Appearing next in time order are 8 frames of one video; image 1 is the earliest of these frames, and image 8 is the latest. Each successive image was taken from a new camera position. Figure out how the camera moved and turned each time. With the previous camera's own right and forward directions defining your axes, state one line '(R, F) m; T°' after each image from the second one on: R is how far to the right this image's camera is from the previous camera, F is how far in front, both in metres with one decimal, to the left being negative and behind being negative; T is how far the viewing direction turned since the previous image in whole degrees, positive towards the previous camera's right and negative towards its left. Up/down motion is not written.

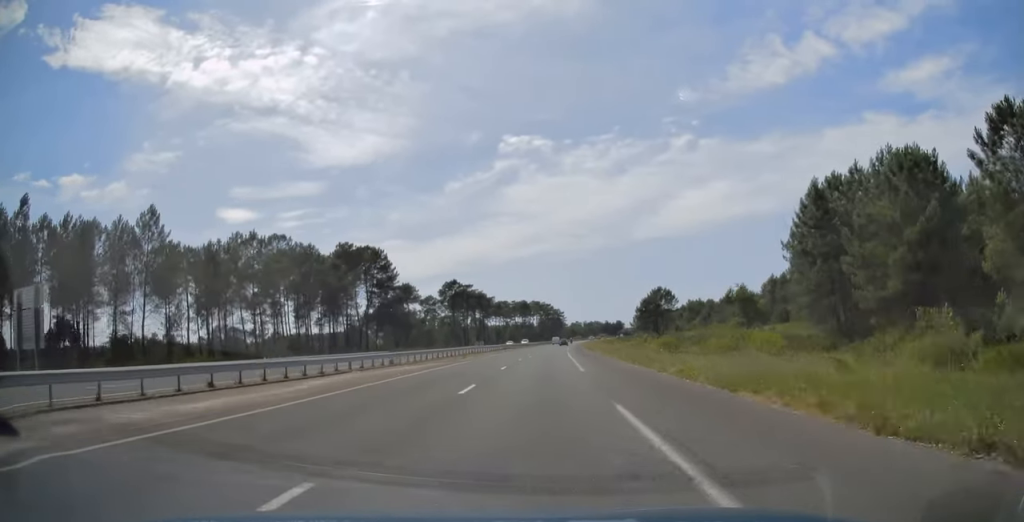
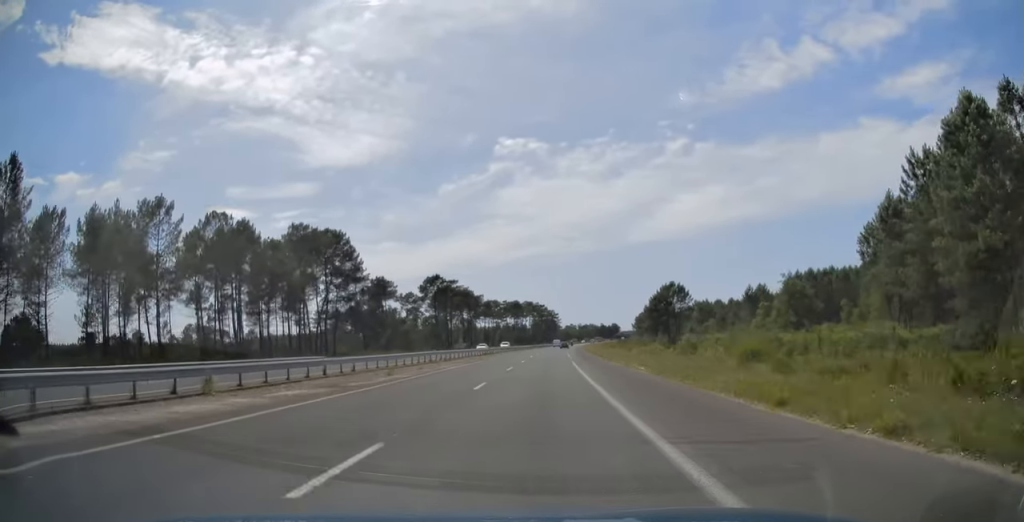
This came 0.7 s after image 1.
(+0.1, +23.2) m; +1°
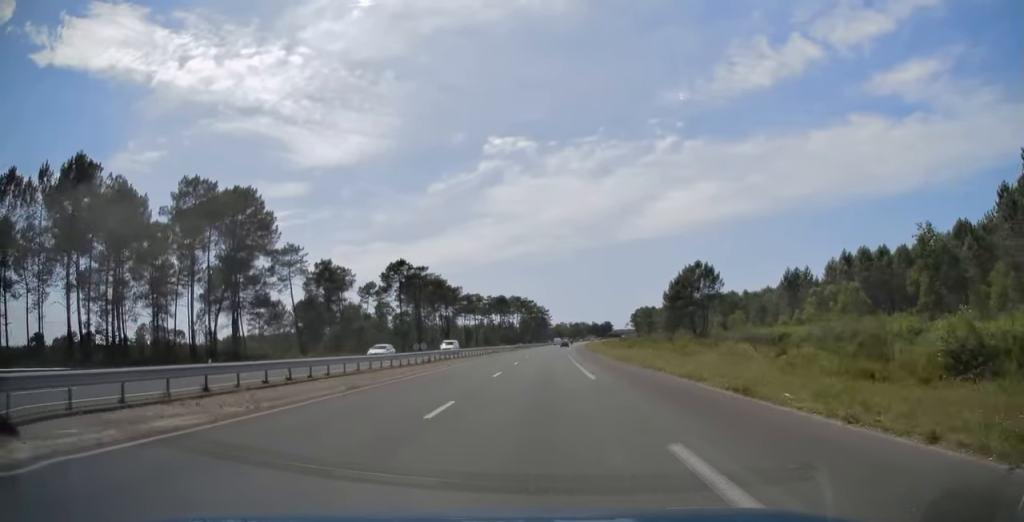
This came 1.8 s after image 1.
(+0.5, +33.4) m; +1°
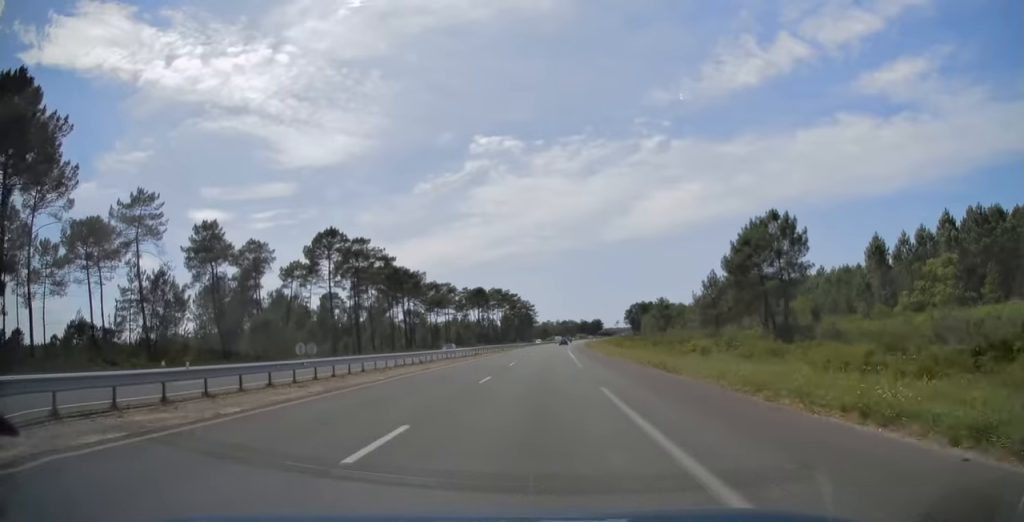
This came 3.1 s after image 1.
(+0.4, +43.1) m; +1°
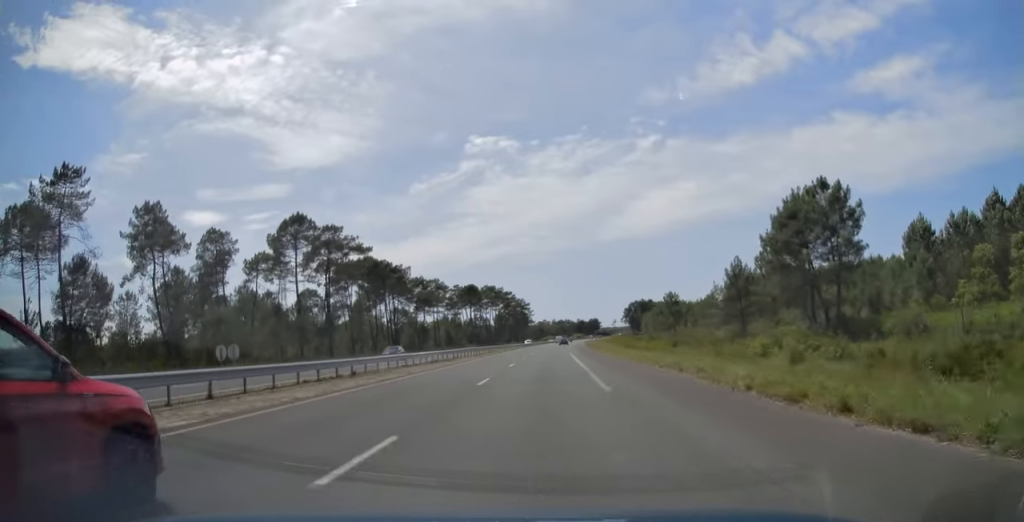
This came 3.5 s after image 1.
(-0.1, +14.0) m; 0°
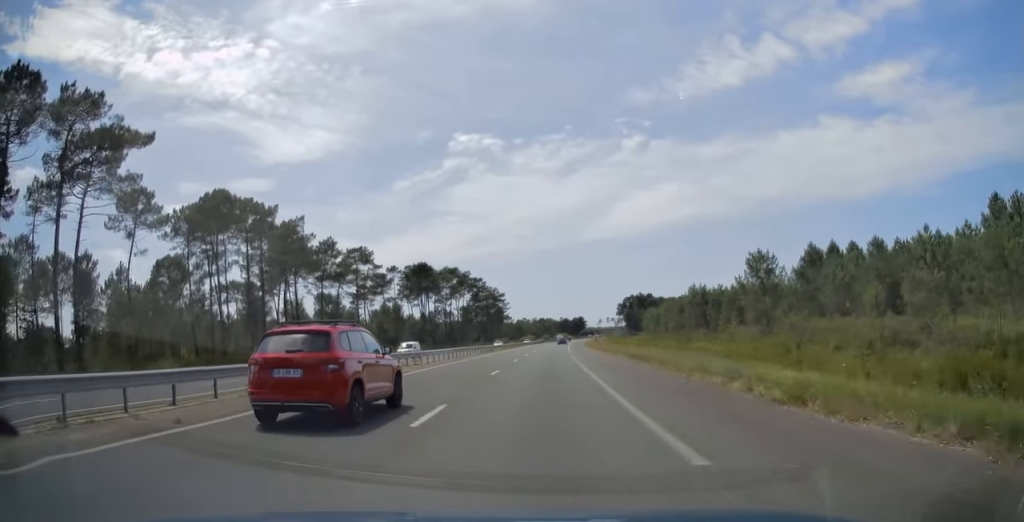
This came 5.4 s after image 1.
(+0.8, +60.8) m; +2°
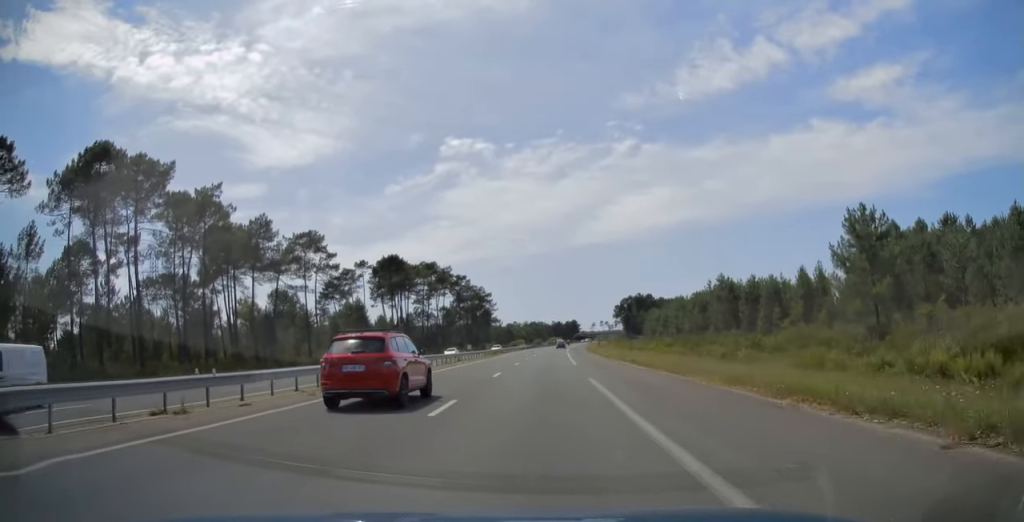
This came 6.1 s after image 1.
(+0.3, +24.2) m; +1°
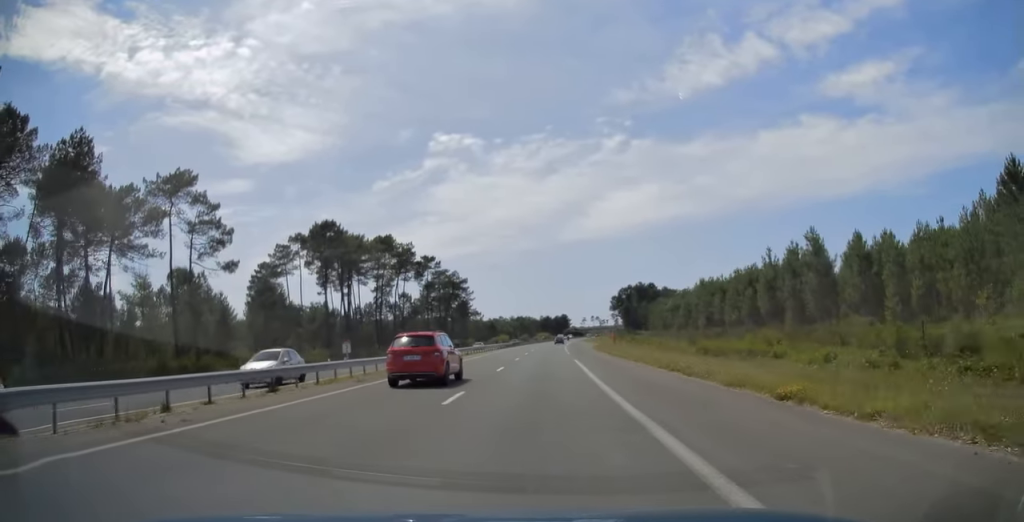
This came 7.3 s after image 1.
(+0.5, +37.7) m; +1°
